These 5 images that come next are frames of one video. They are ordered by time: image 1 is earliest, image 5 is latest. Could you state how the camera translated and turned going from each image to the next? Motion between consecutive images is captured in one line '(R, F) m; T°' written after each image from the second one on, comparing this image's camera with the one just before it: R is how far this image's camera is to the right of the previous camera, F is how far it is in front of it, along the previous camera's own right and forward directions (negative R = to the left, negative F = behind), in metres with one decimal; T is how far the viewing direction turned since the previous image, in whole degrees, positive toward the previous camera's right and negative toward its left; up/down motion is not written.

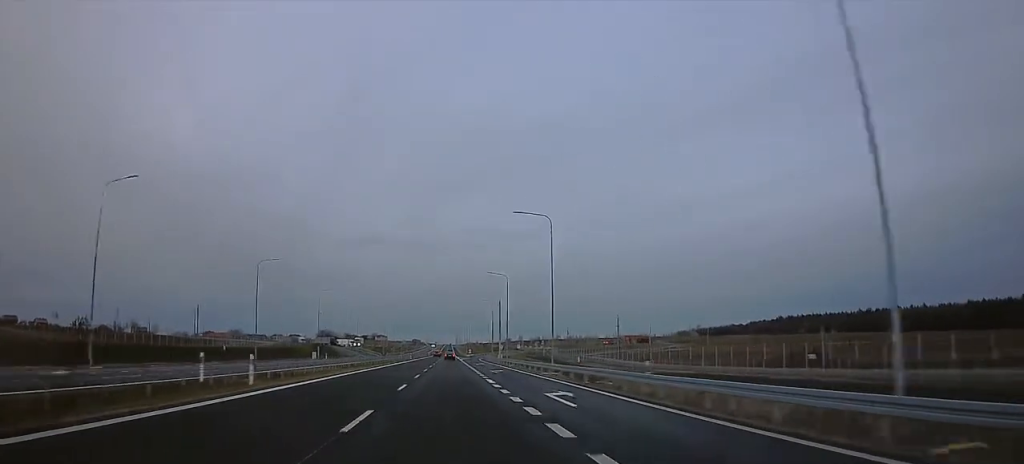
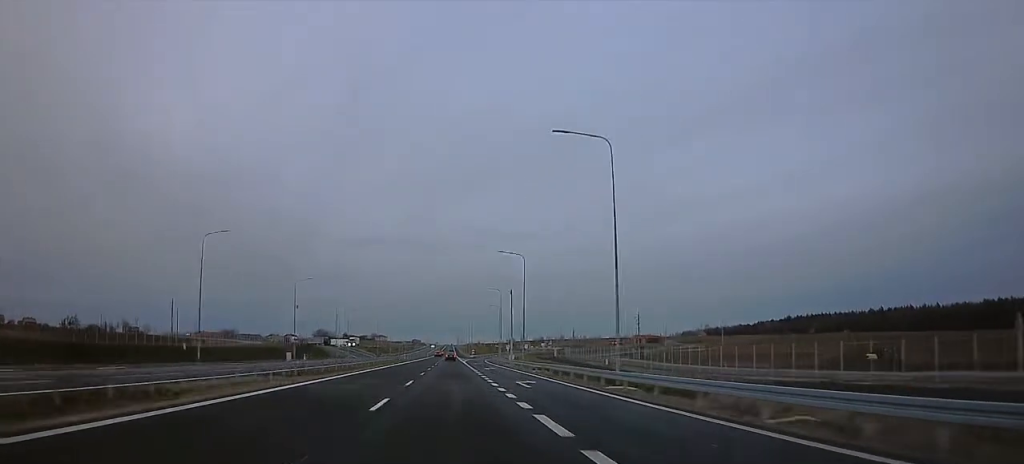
(-0.2, +19.6) m; -1°
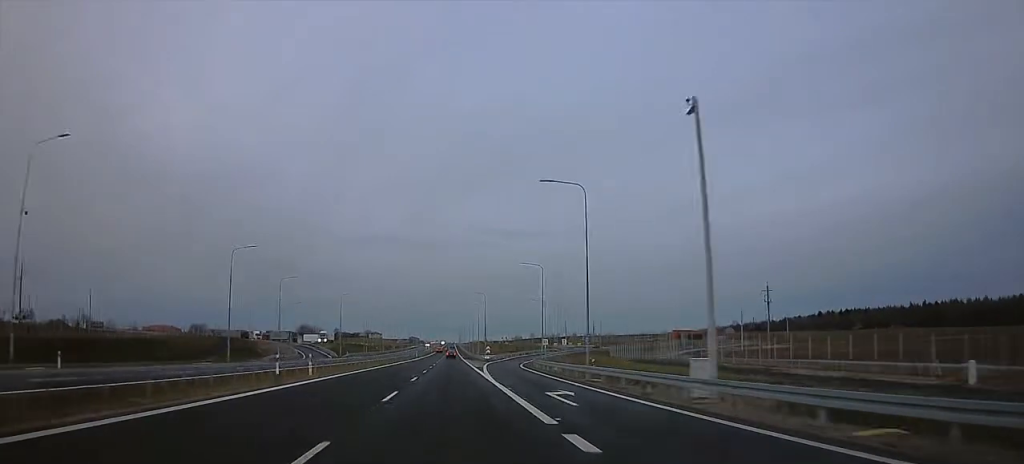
(0.0, +70.1) m; 0°
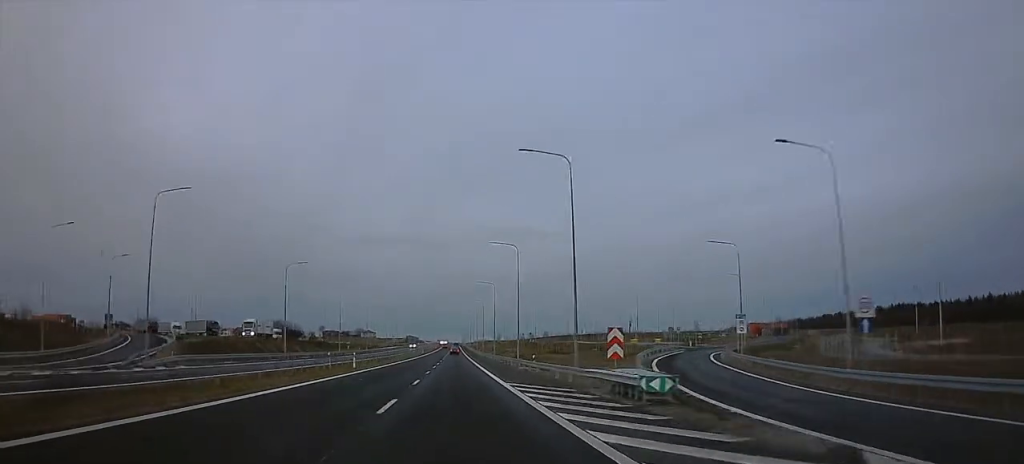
(+1.9, +87.5) m; +1°
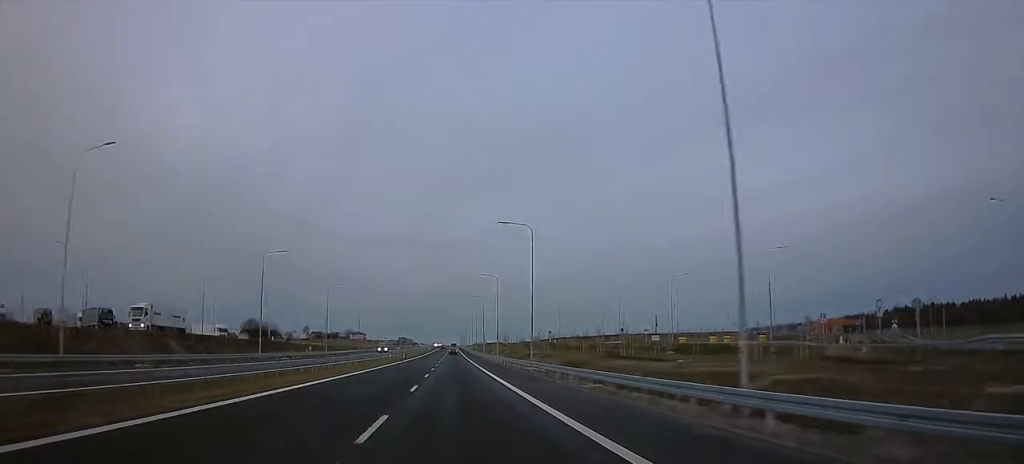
(-1.0, +52.6) m; -1°
